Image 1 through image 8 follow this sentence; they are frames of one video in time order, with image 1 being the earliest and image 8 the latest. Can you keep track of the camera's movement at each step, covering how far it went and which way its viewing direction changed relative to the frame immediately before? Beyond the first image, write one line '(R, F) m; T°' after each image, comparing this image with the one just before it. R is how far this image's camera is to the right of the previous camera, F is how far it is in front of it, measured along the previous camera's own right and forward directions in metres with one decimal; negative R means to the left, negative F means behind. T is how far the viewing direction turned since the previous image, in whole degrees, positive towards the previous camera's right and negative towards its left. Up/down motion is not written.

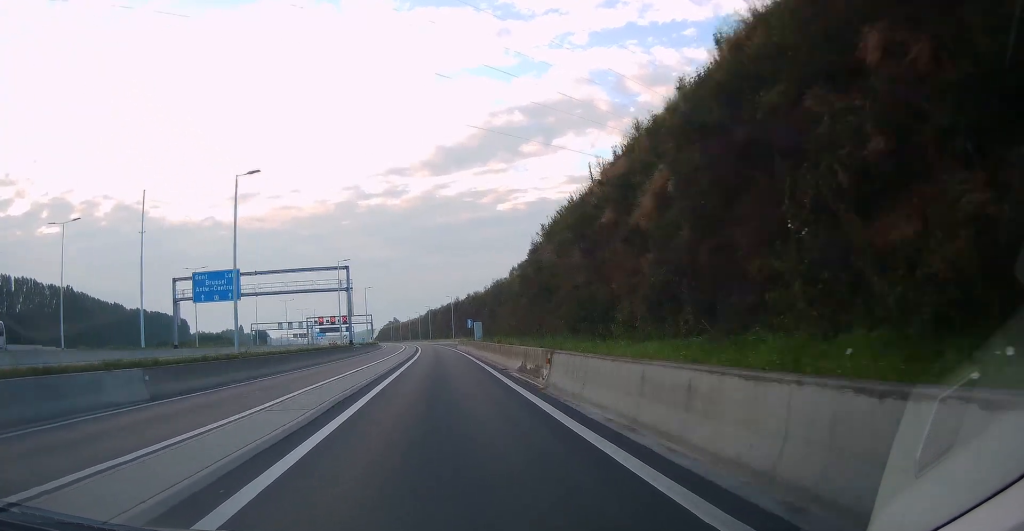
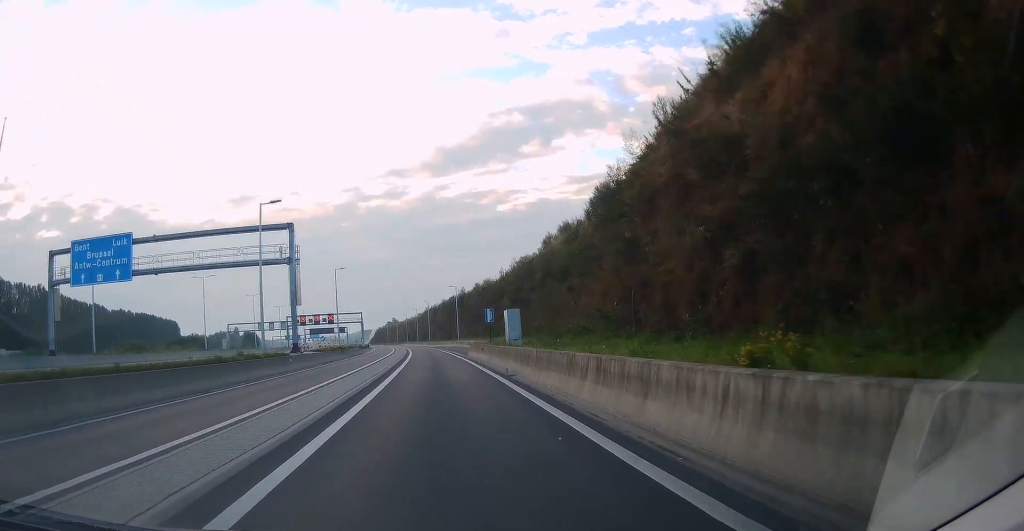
(-0.1, +31.3) m; 0°
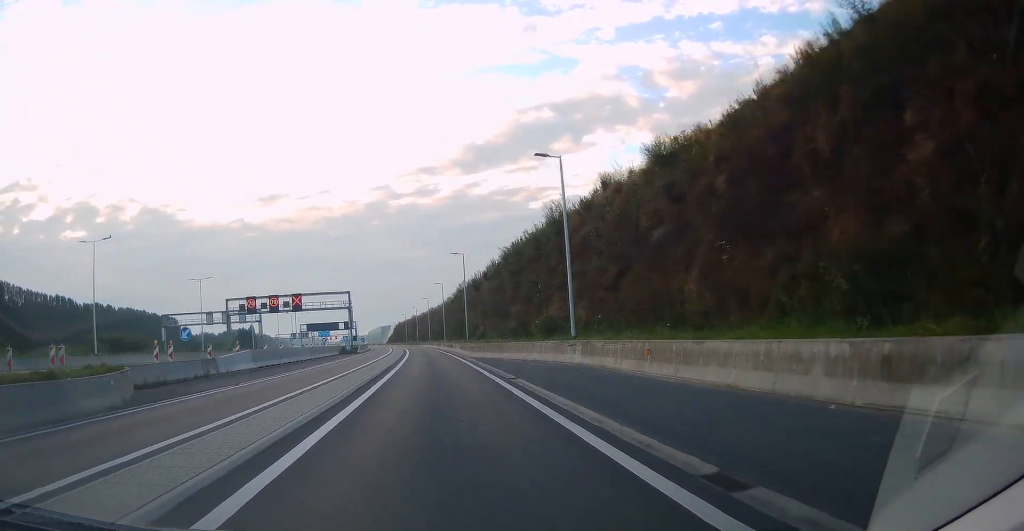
(-0.5, +75.8) m; -1°
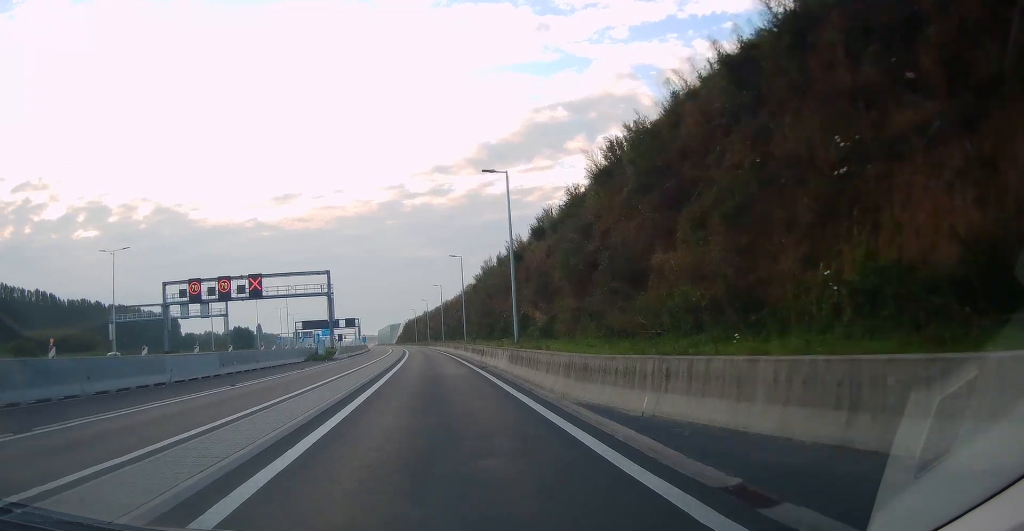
(-0.3, +32.0) m; -1°
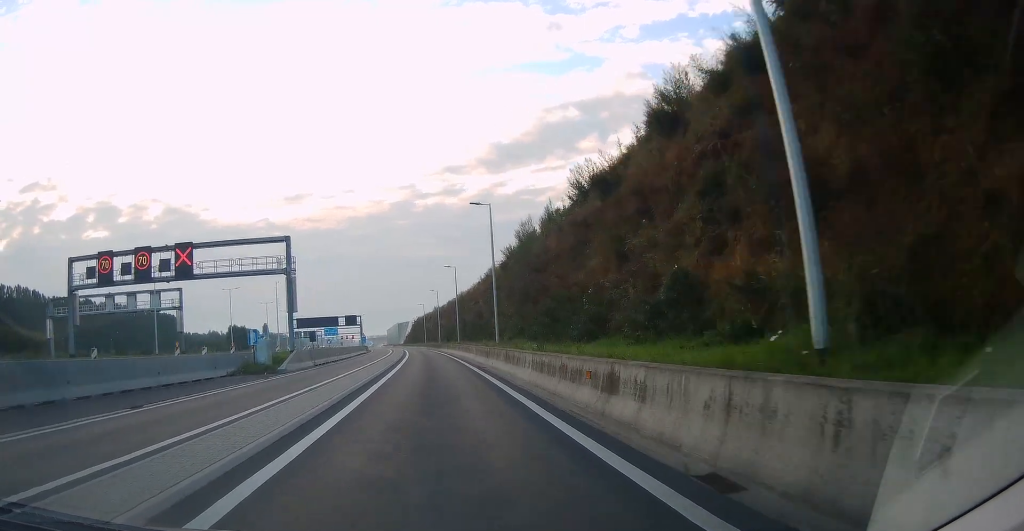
(-0.2, +25.0) m; -1°
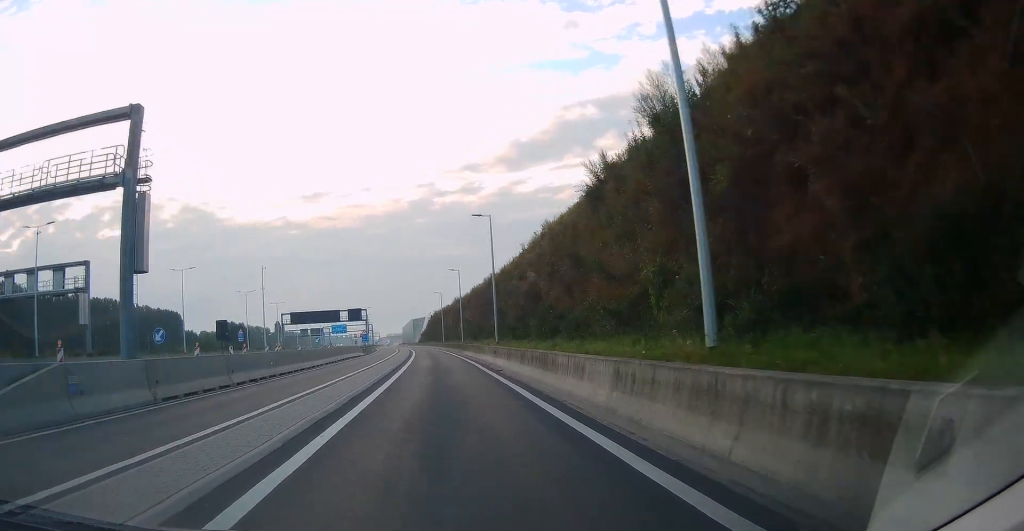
(-0.4, +28.1) m; -1°
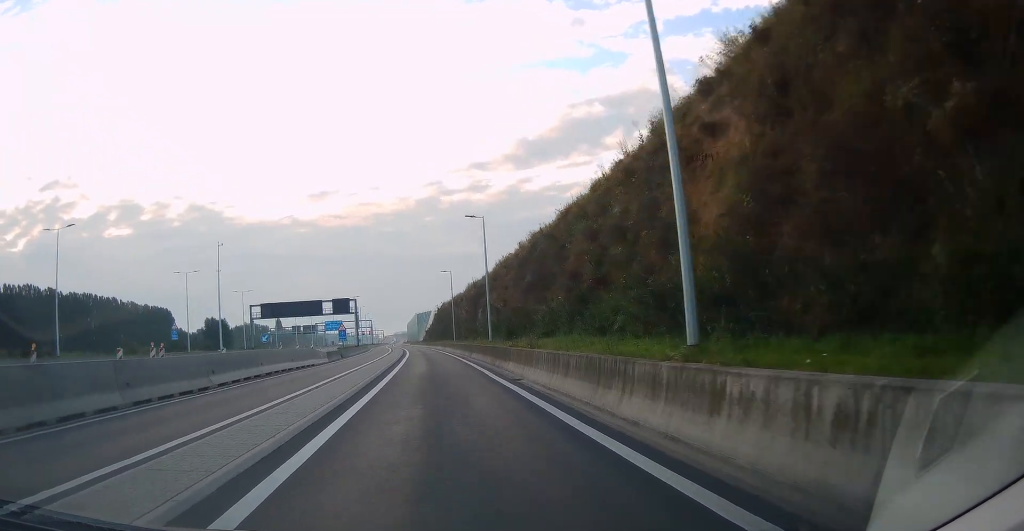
(-0.4, +32.8) m; -1°
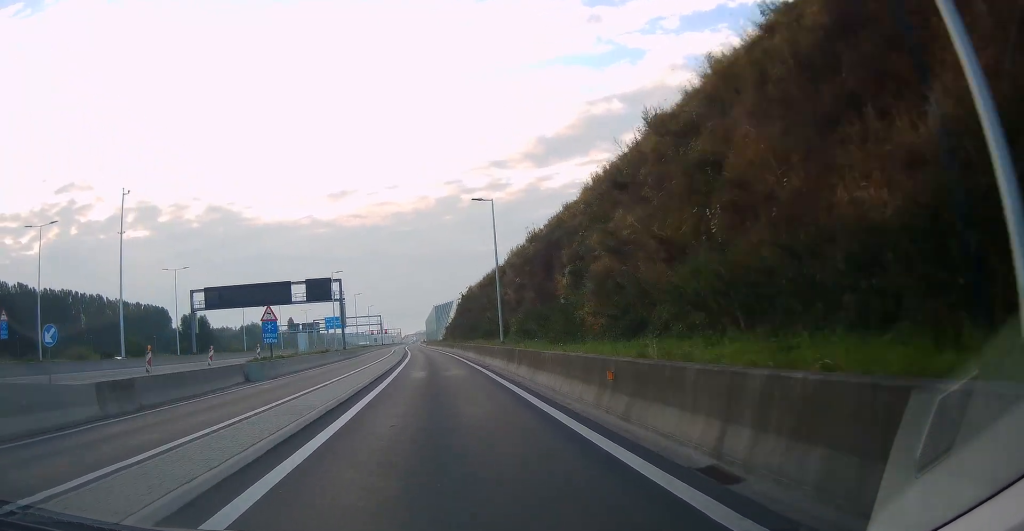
(-0.5, +39.2) m; -1°
